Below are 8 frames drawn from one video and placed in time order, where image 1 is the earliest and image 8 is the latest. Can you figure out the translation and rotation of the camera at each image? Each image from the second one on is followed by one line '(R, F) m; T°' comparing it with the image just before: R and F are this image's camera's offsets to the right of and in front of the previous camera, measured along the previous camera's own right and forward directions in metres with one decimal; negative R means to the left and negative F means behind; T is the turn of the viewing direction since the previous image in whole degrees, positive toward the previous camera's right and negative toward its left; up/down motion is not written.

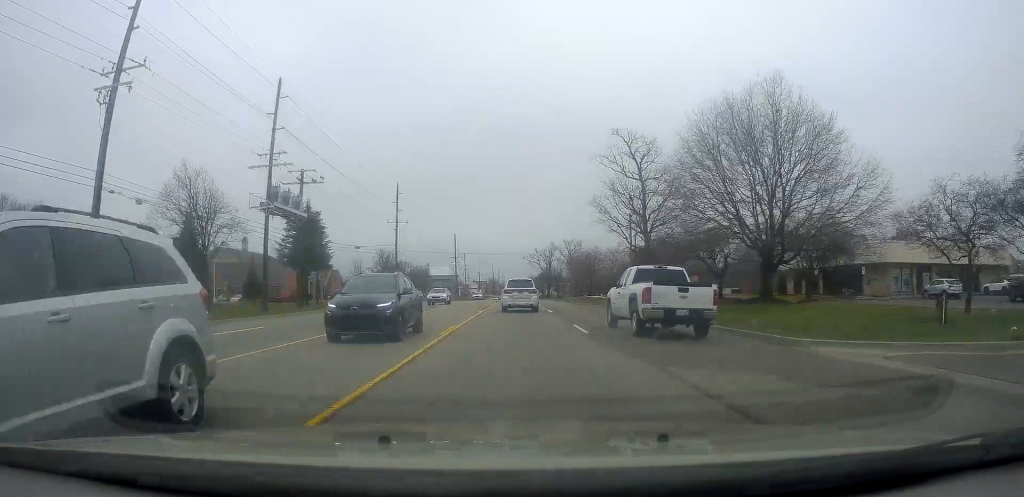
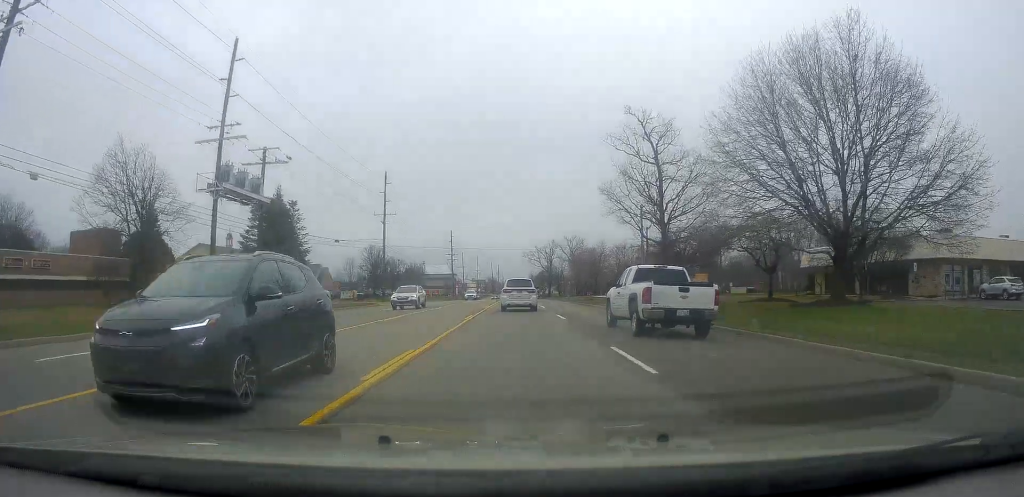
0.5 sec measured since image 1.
(-0.1, +7.8) m; 0°
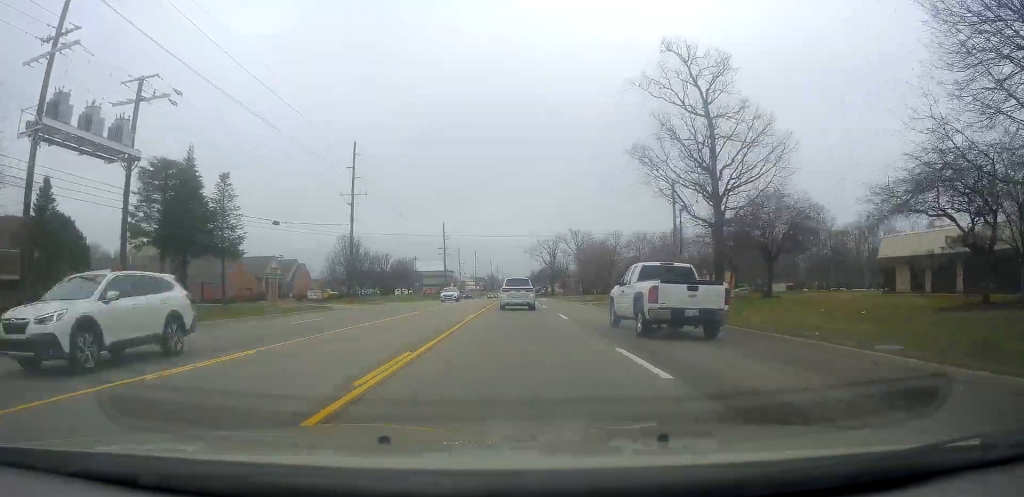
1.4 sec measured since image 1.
(-0.1, +15.8) m; 0°
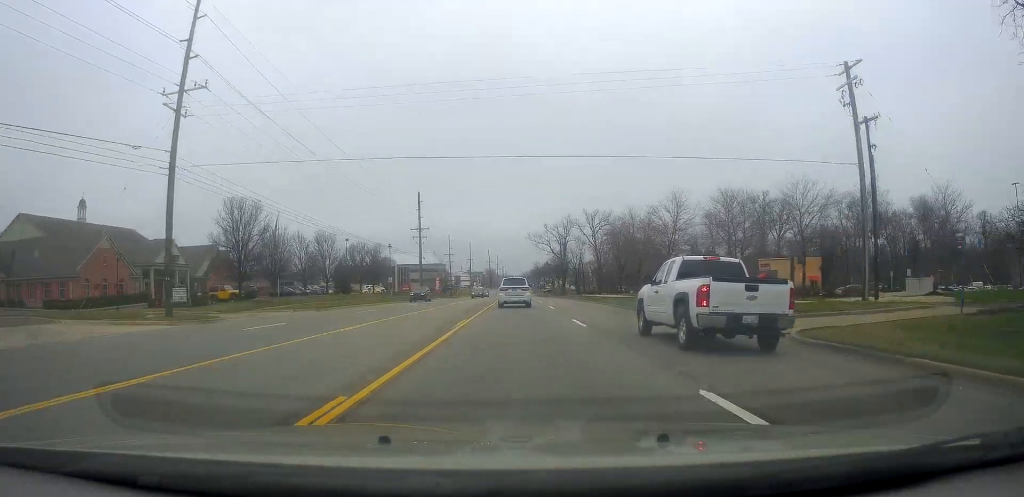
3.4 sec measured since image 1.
(-0.6, +35.2) m; -1°
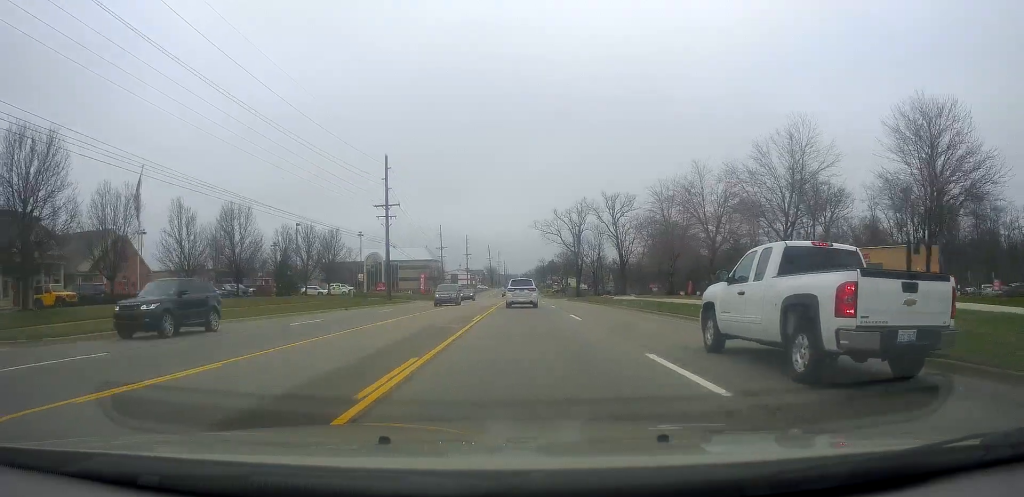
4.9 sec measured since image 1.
(+0.4, +26.3) m; -1°
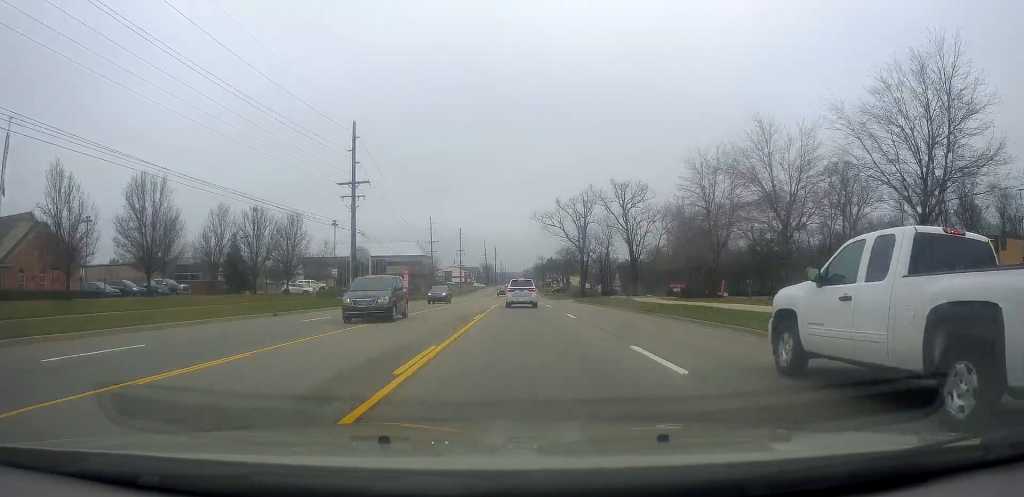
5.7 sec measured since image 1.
(-0.3, +13.8) m; 0°
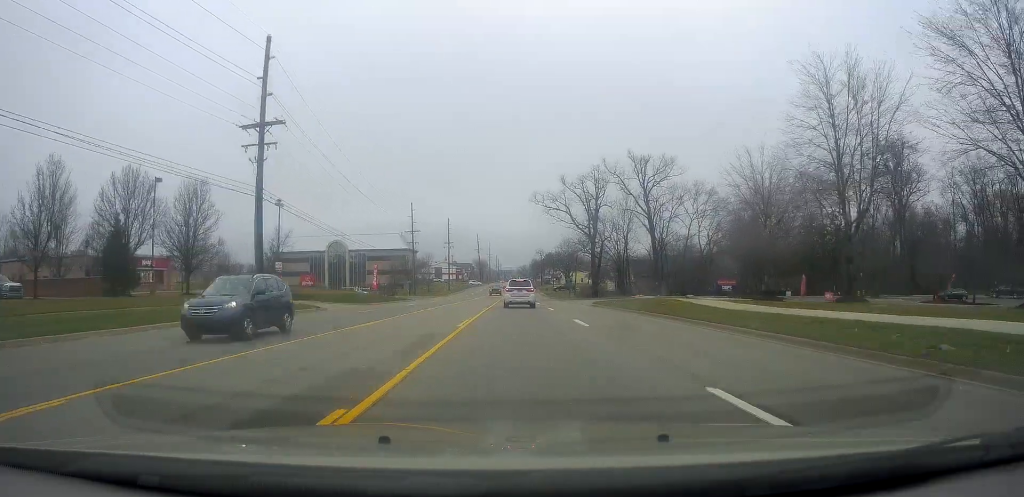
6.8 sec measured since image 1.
(+0.4, +20.5) m; +2°
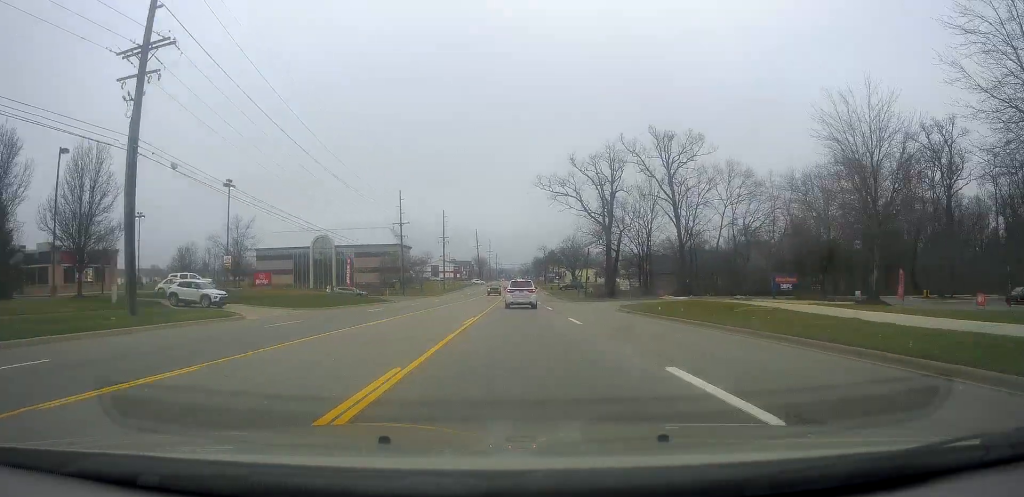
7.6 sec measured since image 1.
(+0.2, +13.3) m; 0°
